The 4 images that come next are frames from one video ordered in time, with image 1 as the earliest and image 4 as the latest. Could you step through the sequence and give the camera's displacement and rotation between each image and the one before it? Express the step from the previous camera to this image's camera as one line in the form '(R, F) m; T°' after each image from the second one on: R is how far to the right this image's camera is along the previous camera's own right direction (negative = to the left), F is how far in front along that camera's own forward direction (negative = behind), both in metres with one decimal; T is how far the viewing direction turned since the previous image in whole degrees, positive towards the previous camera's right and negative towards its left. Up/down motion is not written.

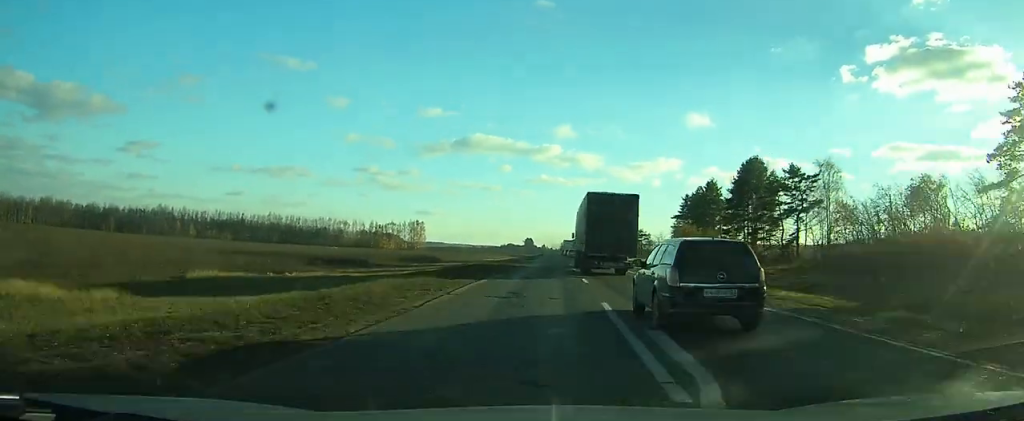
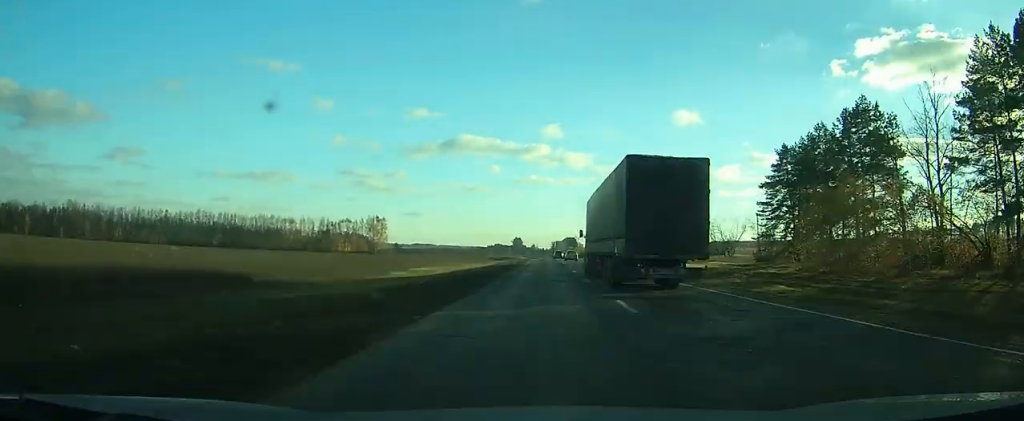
(+0.4, +70.8) m; +1°
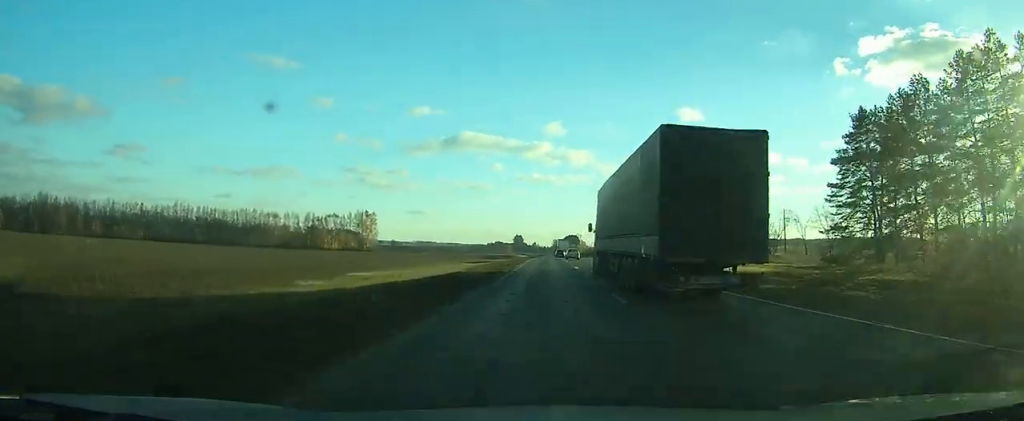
(0.0, +21.1) m; 0°
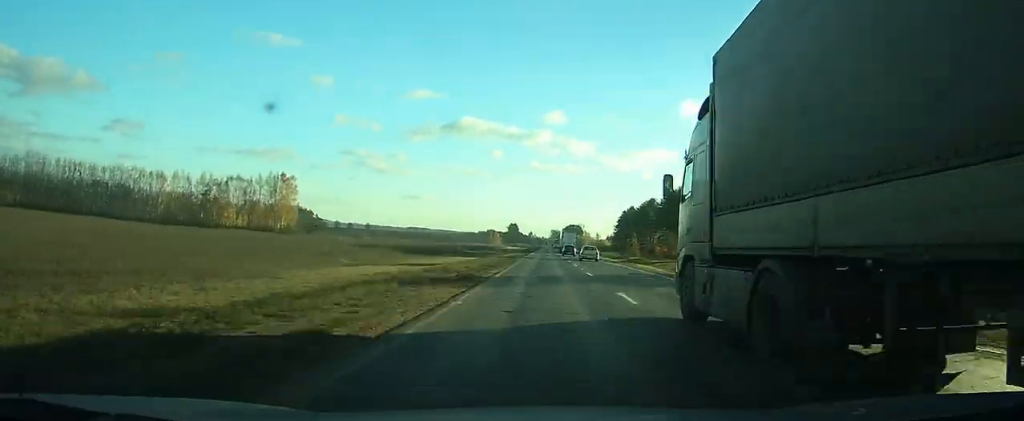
(+0.5, +92.0) m; +1°
